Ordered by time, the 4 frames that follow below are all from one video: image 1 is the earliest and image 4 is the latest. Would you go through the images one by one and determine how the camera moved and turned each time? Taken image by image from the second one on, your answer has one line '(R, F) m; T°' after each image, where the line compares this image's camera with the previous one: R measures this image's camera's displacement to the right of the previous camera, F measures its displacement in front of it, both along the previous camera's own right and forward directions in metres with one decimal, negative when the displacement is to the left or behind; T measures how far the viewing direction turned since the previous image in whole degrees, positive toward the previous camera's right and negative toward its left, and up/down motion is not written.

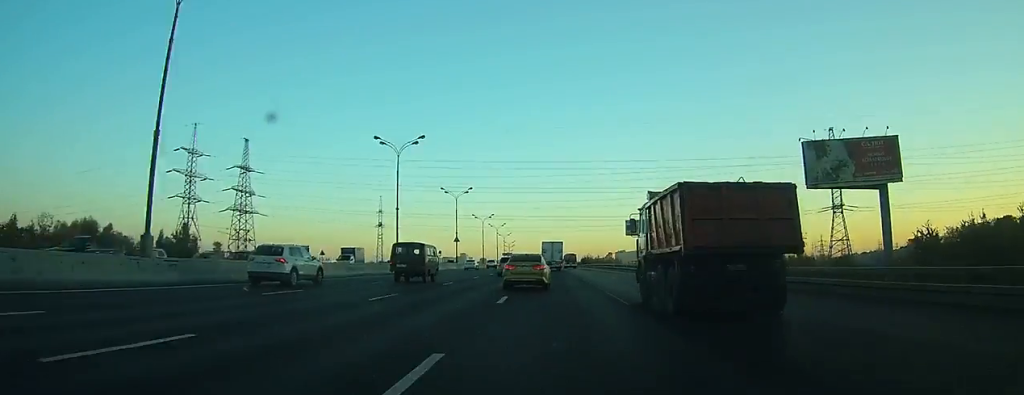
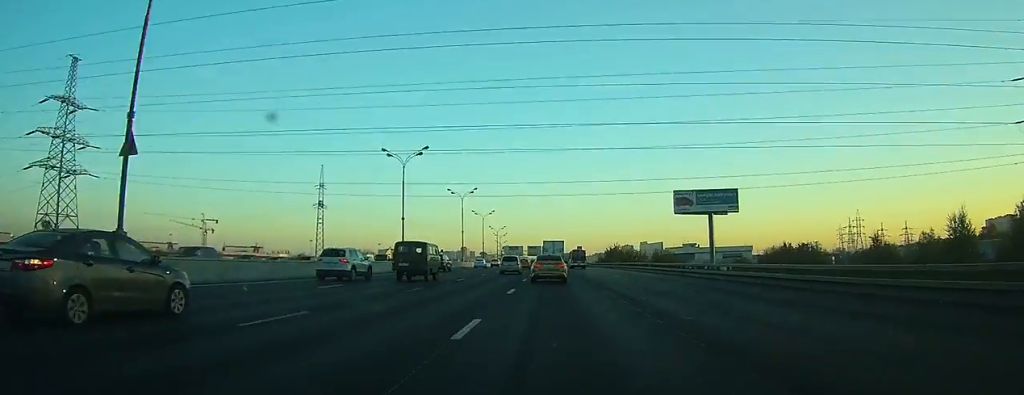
(-0.2, +83.7) m; 0°
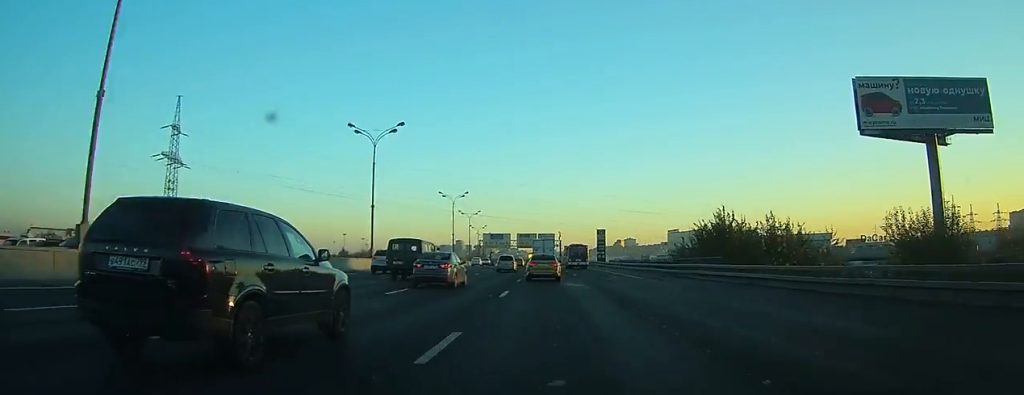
(-0.2, +85.8) m; 0°
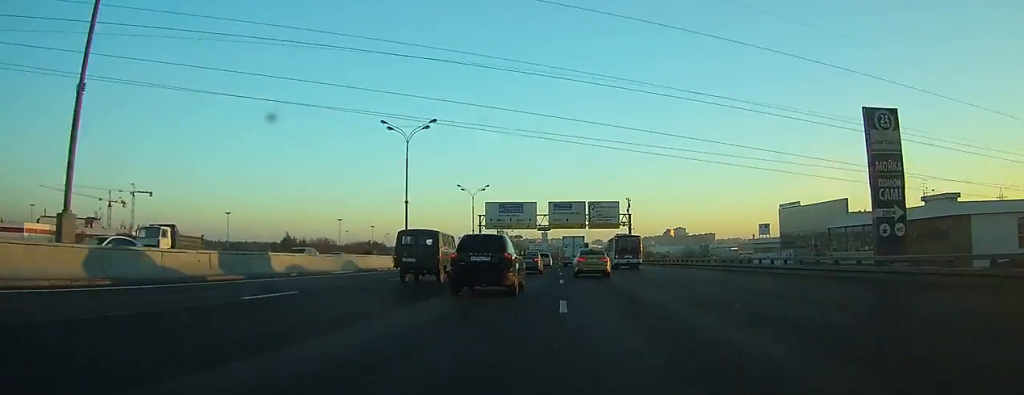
(-1.7, +91.5) m; -3°
